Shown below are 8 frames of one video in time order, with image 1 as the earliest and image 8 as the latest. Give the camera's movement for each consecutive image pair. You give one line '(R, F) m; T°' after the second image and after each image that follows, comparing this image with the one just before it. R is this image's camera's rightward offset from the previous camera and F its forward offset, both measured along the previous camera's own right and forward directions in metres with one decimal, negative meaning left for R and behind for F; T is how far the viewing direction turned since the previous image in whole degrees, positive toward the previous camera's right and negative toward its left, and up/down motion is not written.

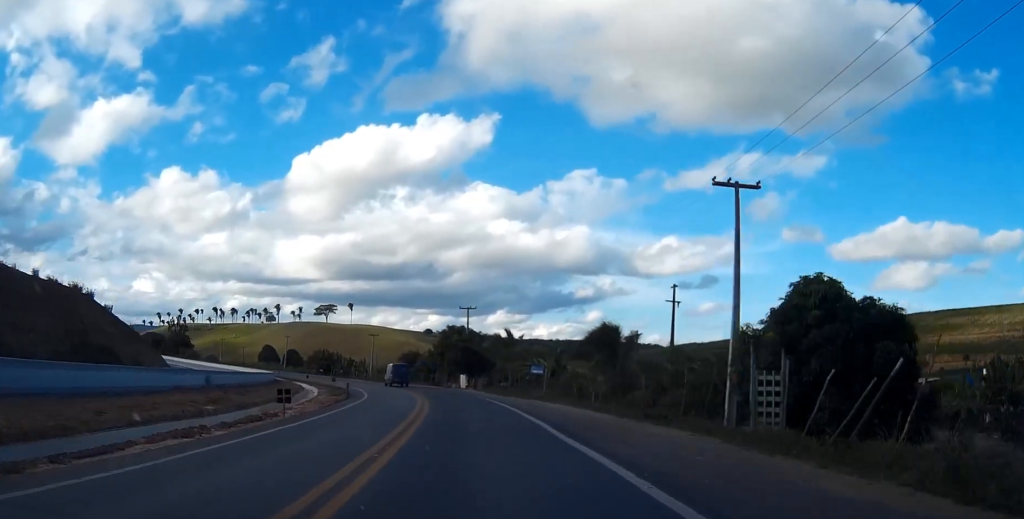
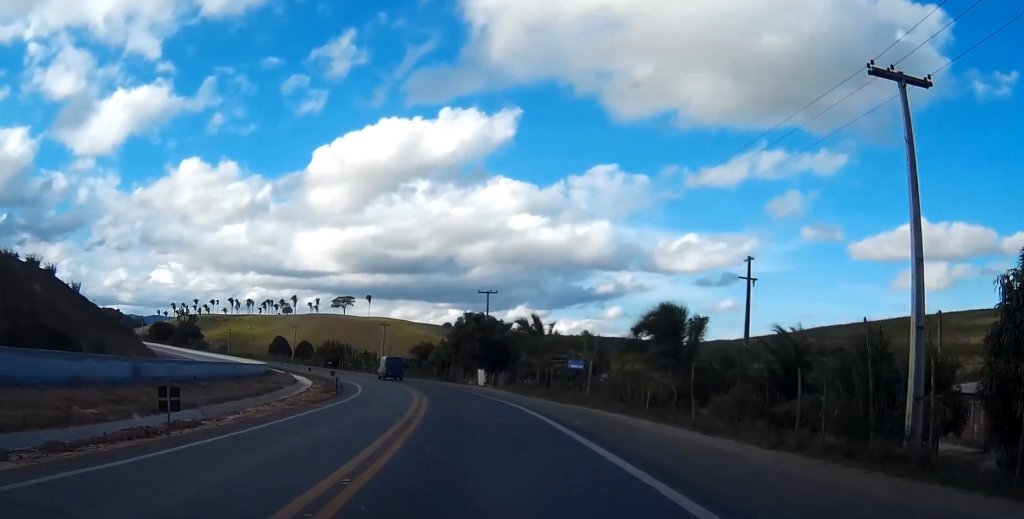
(0.0, +11.6) m; 0°
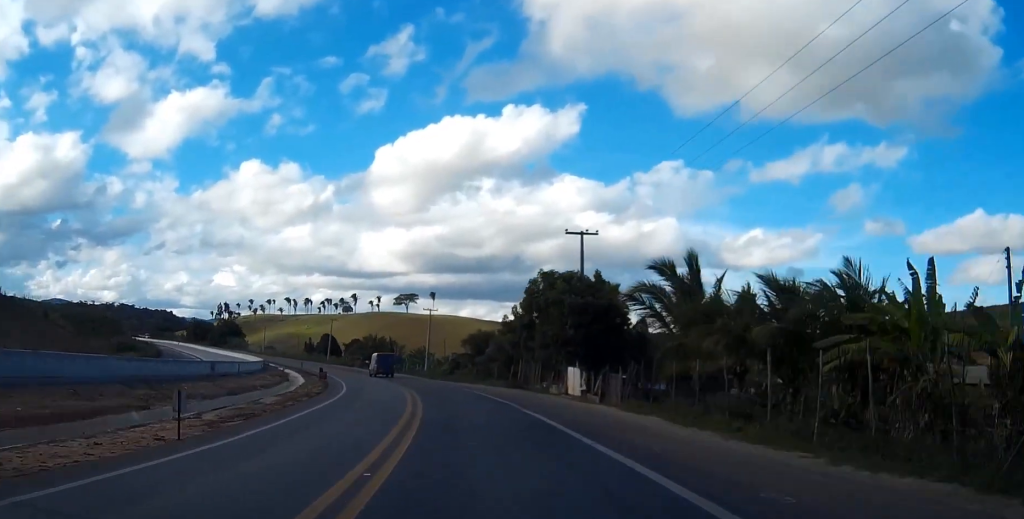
(0.0, +31.8) m; 0°
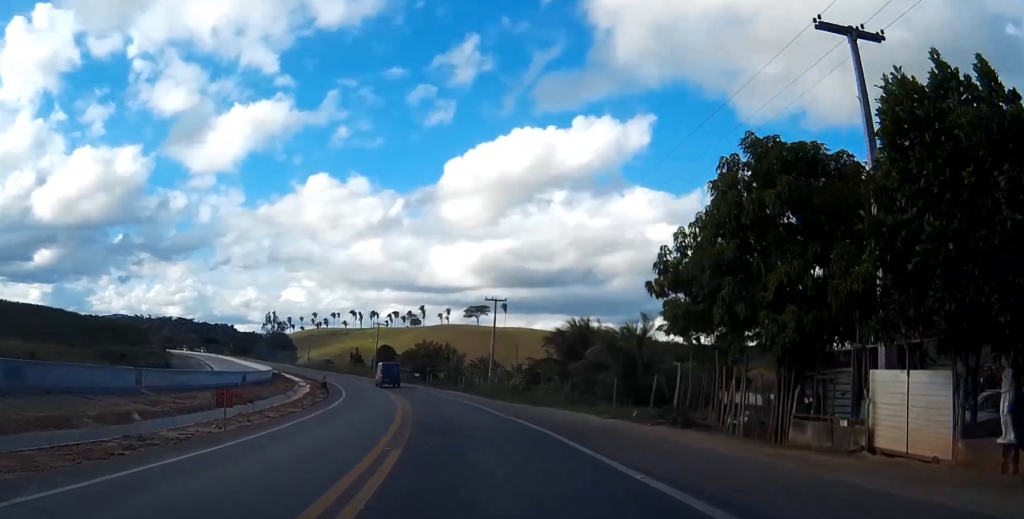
(0.0, +28.2) m; 0°
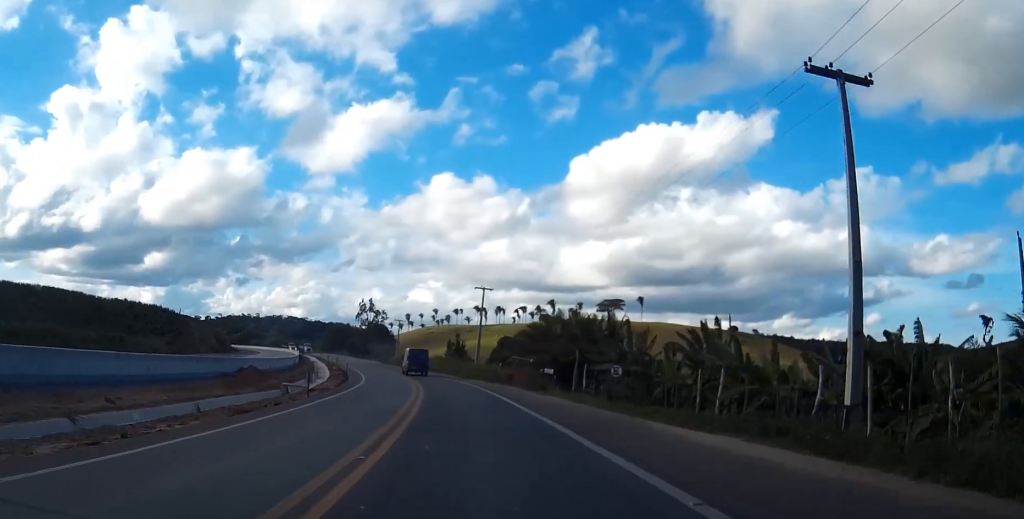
(0.0, +51.7) m; 0°
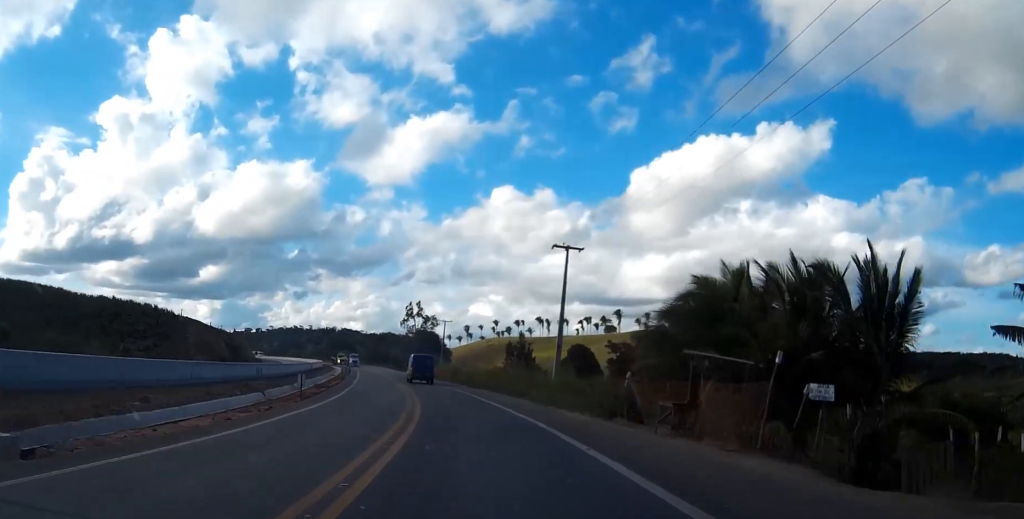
(0.0, +32.6) m; 0°
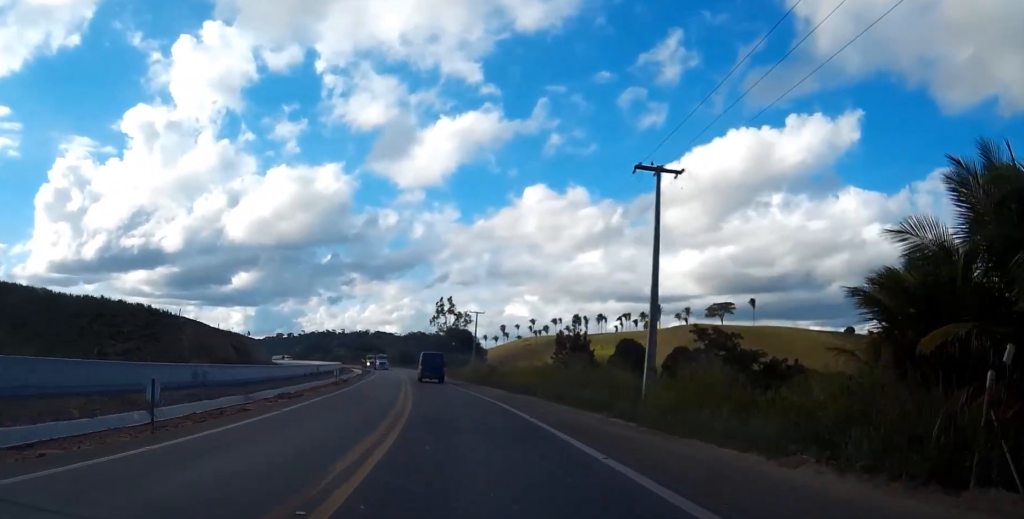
(-0.1, +17.5) m; -6°
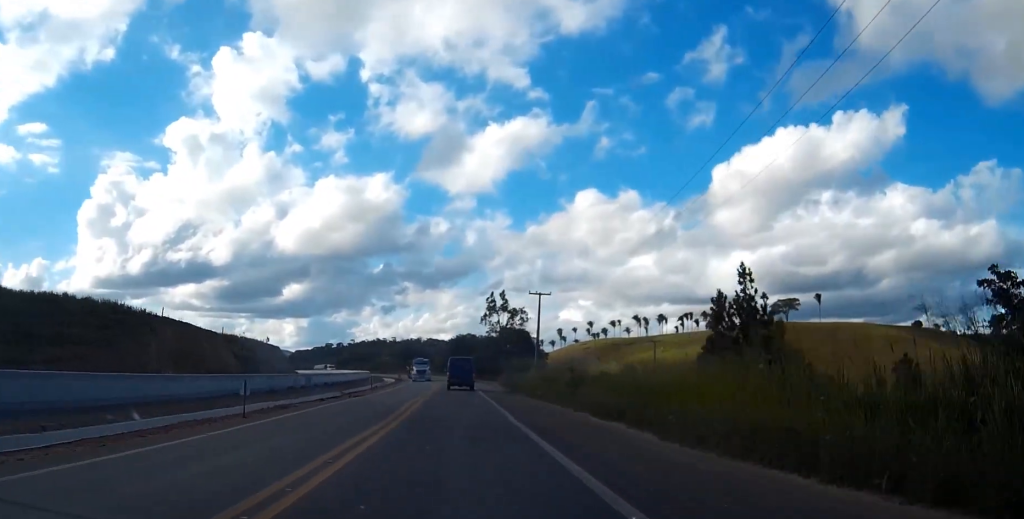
(-1.8, +27.1) m; -14°
